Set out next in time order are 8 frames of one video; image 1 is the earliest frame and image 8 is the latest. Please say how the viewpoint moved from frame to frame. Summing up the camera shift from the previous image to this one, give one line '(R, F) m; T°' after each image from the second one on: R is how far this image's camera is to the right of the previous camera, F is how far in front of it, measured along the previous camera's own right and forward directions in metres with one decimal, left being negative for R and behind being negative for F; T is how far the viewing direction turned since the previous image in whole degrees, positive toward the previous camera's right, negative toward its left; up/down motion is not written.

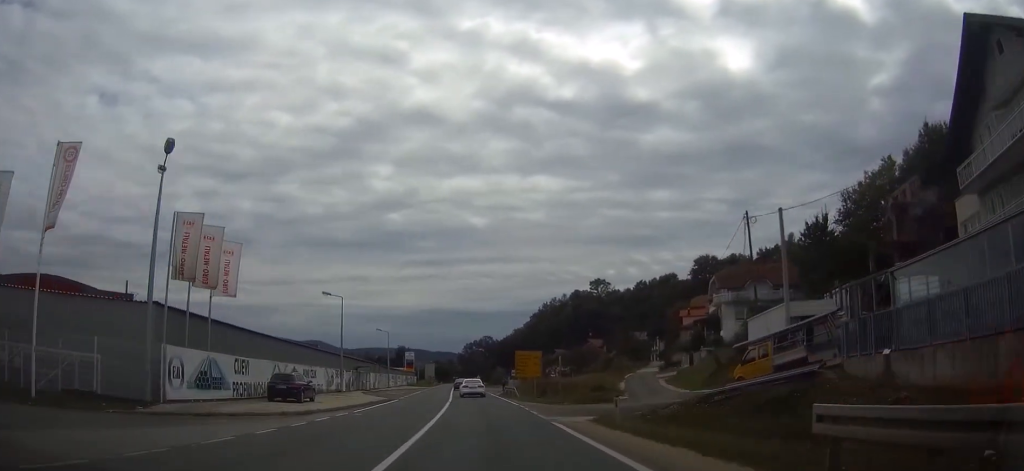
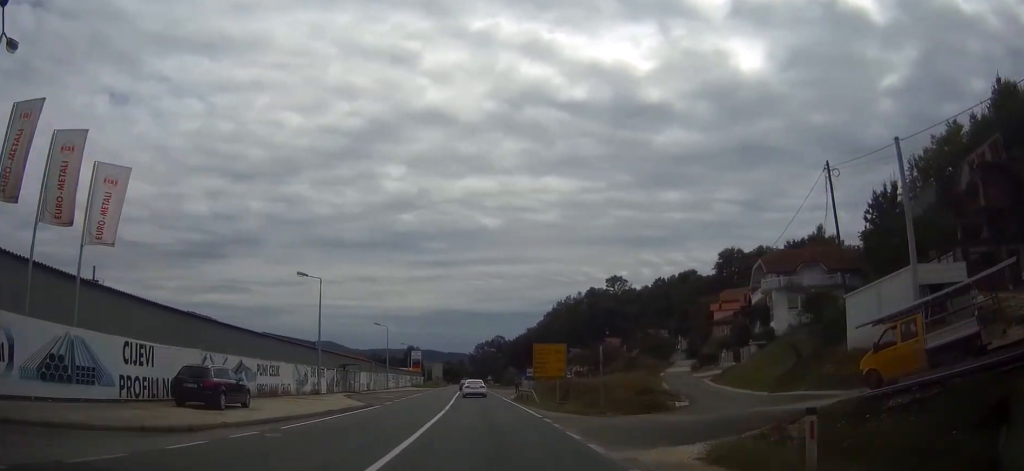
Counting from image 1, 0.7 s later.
(0.0, +11.1) m; -1°
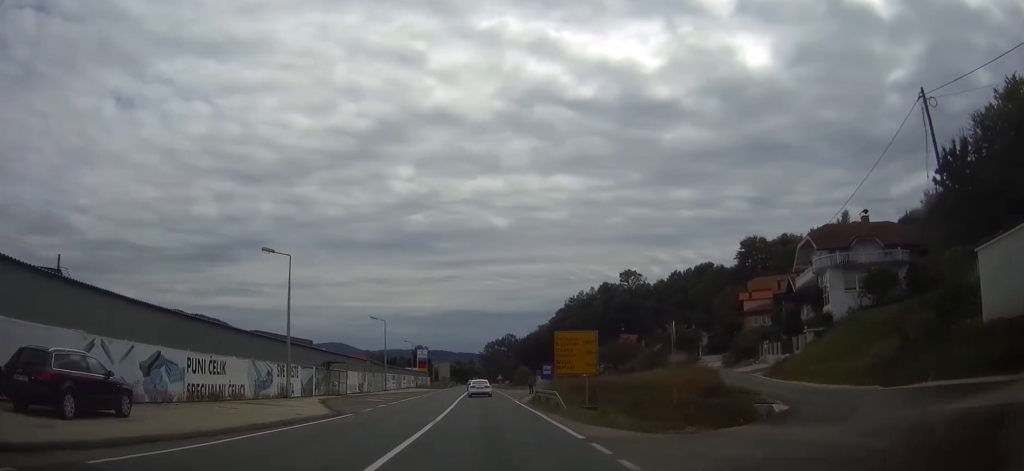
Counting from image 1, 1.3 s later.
(-0.1, +9.5) m; -1°
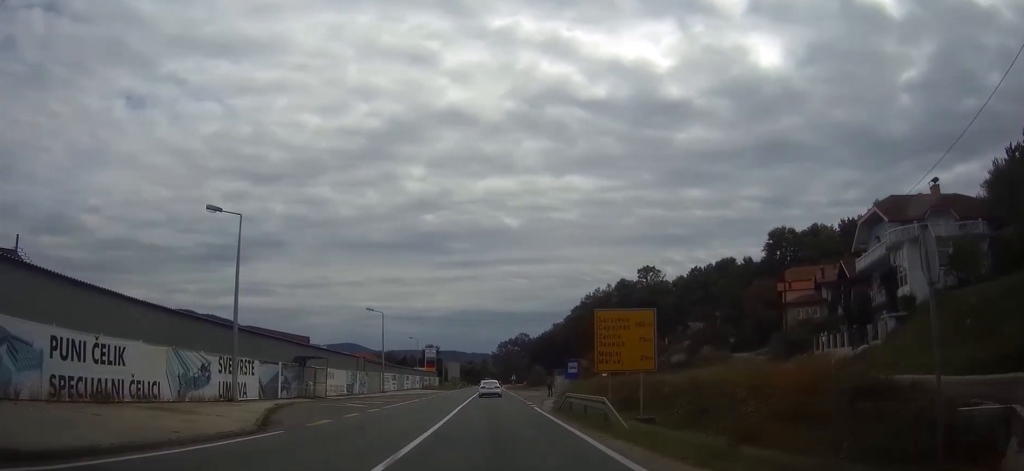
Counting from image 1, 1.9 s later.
(-0.1, +10.0) m; -1°
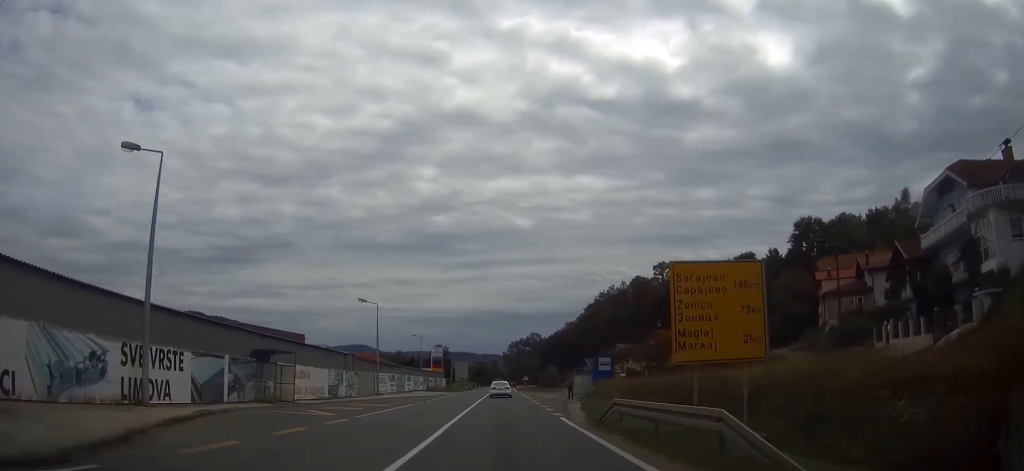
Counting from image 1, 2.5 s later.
(0.0, +9.0) m; -1°
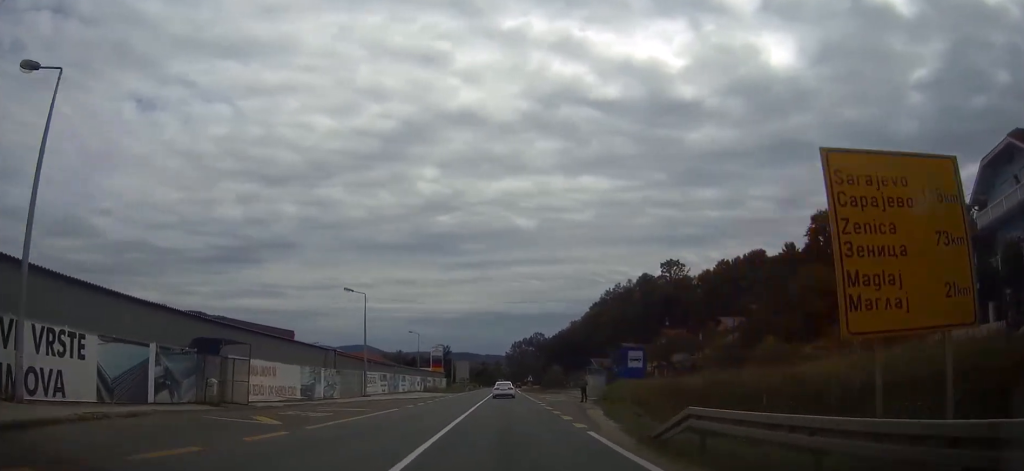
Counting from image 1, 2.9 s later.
(-0.1, +7.0) m; 0°
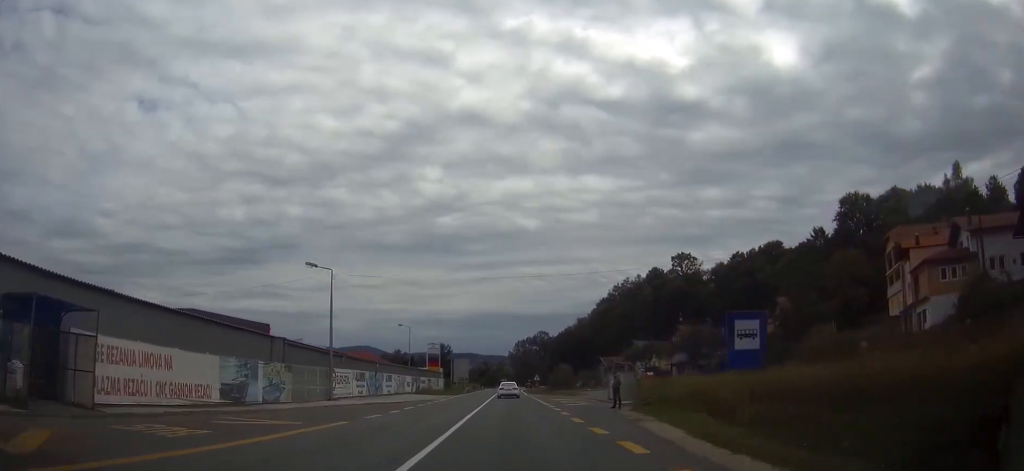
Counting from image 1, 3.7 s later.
(-0.1, +11.9) m; -1°
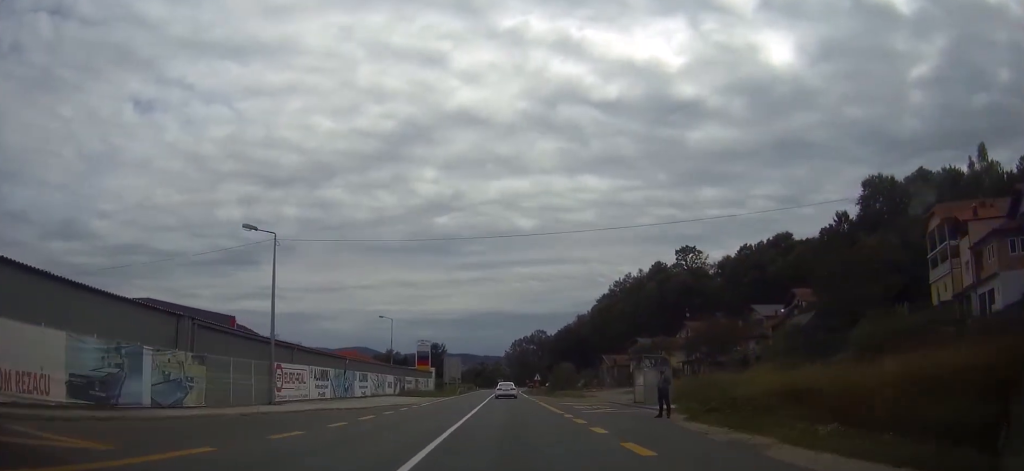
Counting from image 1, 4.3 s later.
(0.0, +10.7) m; 0°
